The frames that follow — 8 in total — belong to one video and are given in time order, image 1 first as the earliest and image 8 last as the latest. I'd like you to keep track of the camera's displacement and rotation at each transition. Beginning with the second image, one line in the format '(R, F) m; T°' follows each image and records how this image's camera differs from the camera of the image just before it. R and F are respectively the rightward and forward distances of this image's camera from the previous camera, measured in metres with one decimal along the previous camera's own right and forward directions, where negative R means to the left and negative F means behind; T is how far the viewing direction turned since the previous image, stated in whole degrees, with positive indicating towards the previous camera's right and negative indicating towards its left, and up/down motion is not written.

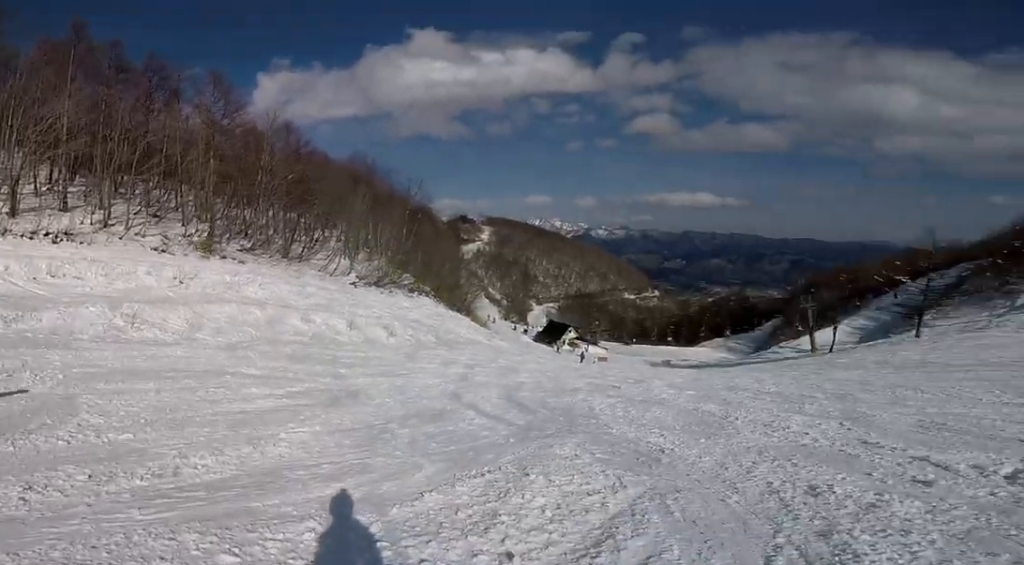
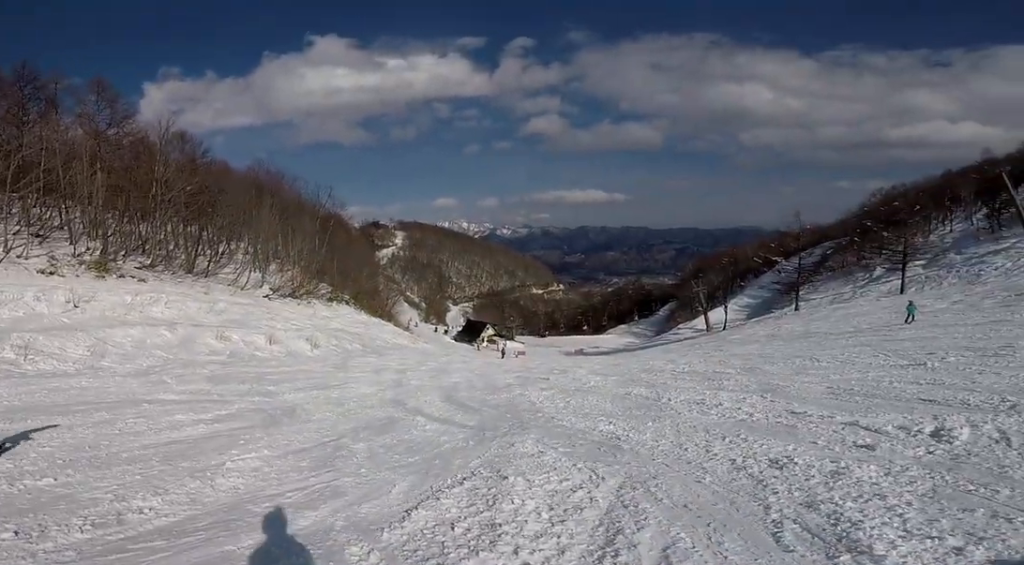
(+0.1, +1.4) m; +18°
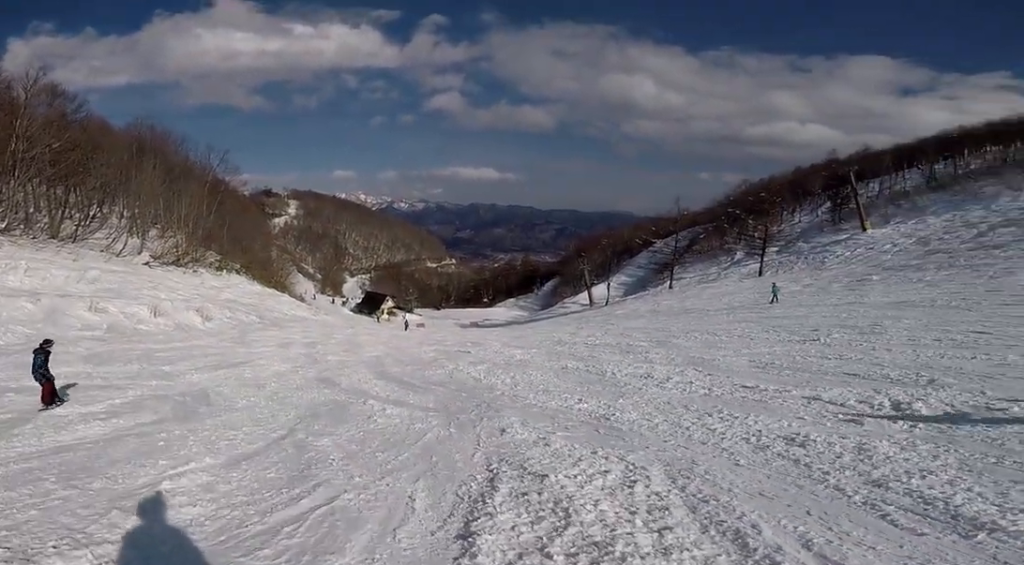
(+1.0, +2.7) m; +34°
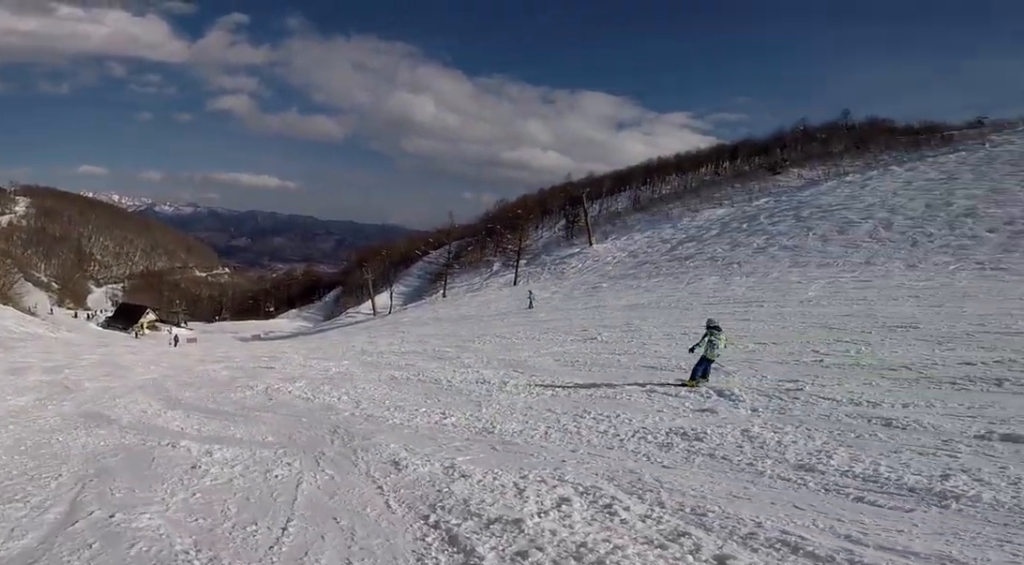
(+0.4, +2.1) m; +15°
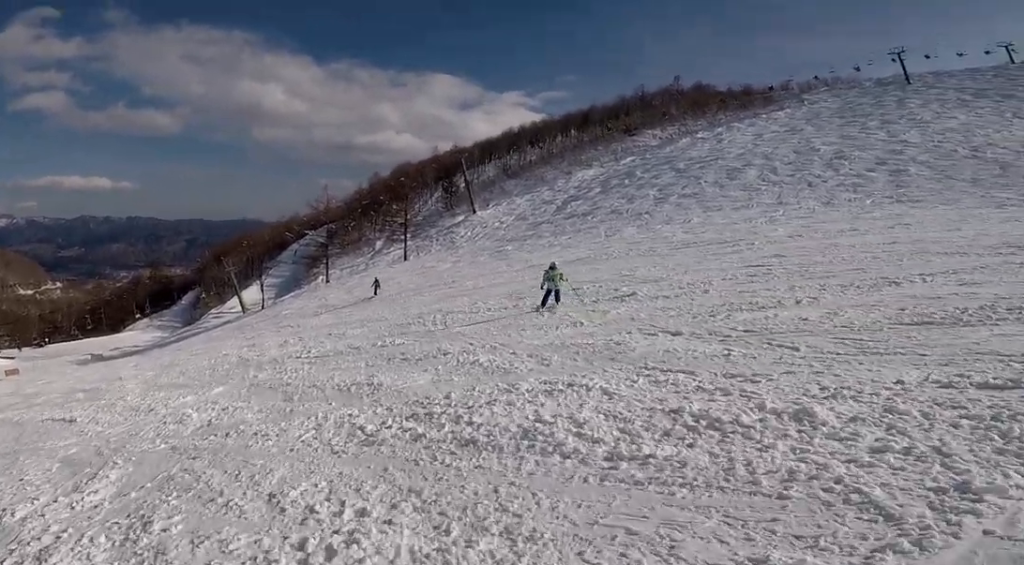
(+2.1, +6.9) m; +37°
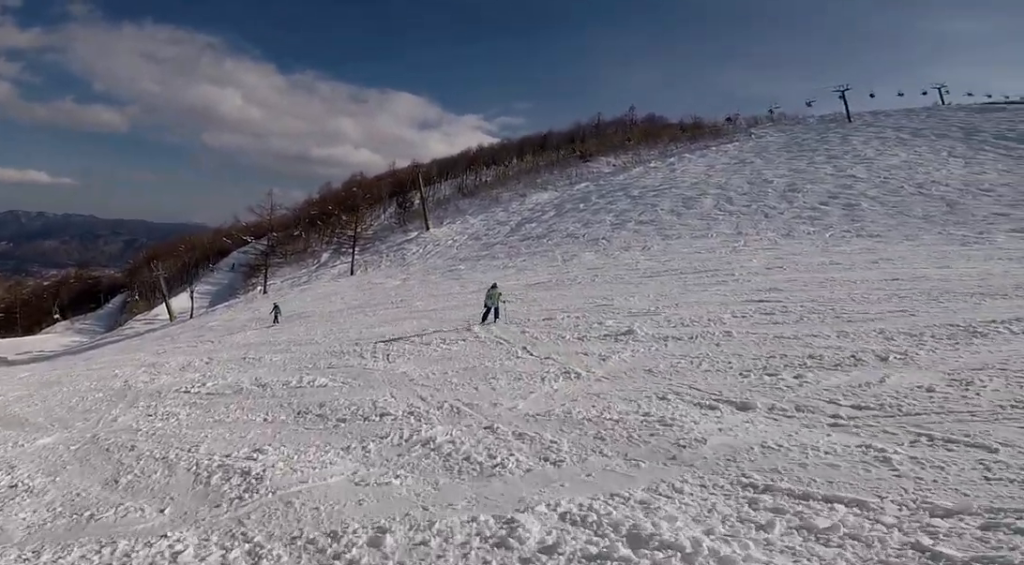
(+0.3, +2.7) m; +9°
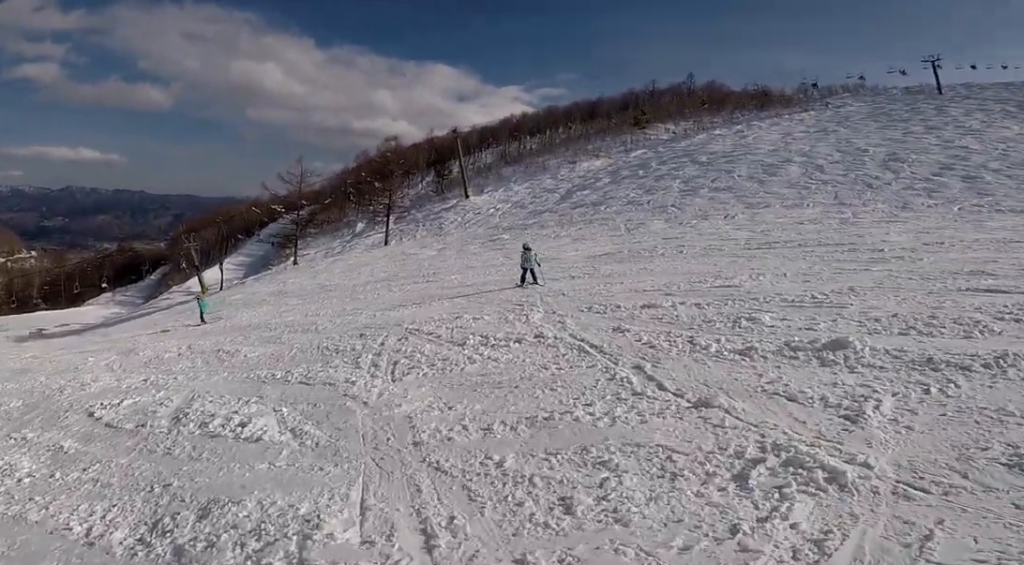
(-0.2, +3.5) m; -21°
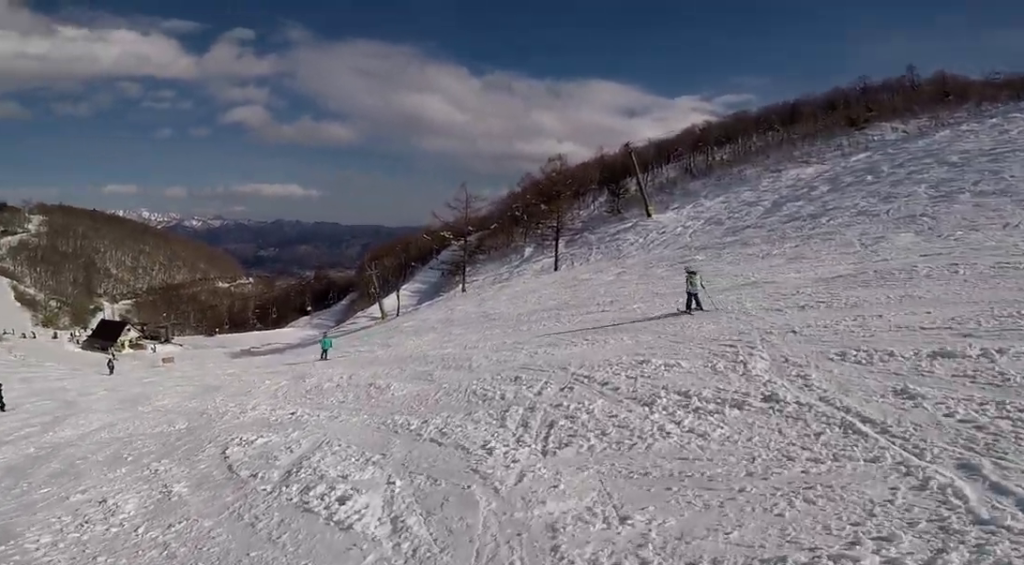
(-0.7, +1.7) m; -12°
